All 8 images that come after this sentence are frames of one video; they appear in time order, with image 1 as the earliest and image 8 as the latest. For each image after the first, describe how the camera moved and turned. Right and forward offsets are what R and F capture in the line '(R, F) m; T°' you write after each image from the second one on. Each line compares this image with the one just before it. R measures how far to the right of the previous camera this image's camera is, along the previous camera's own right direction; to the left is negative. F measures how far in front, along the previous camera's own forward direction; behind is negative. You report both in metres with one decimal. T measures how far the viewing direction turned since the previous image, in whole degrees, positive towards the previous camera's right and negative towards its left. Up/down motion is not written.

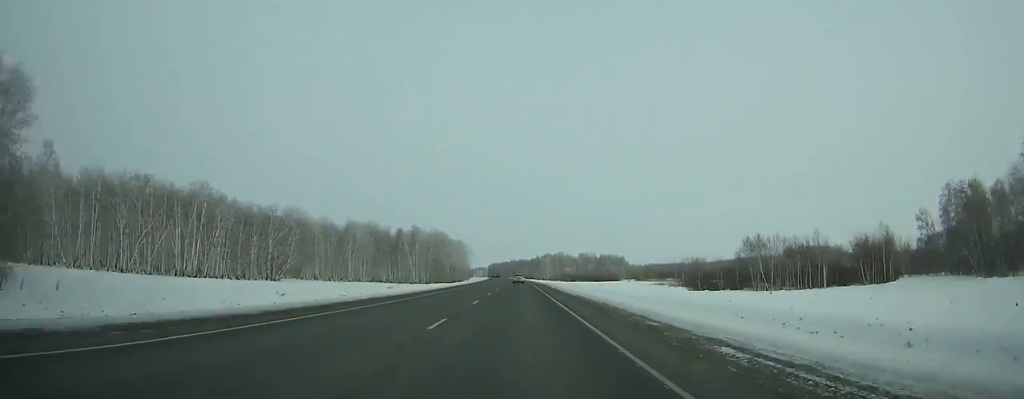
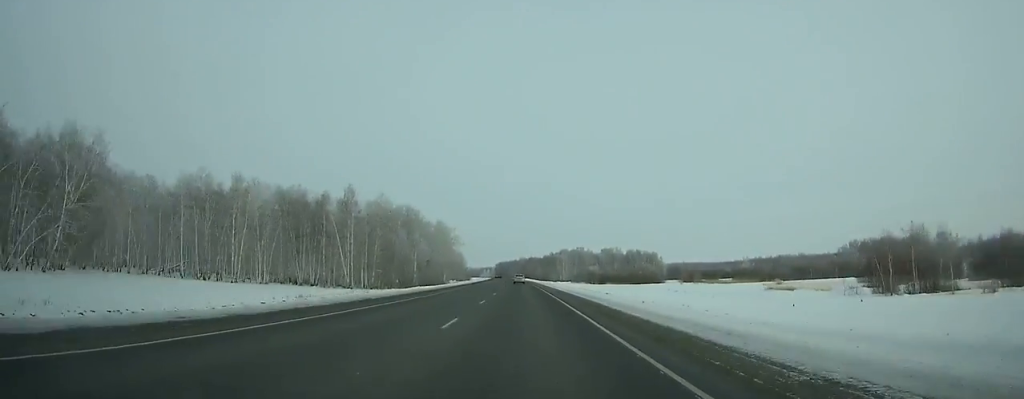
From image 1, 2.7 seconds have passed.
(-0.6, +84.4) m; -1°
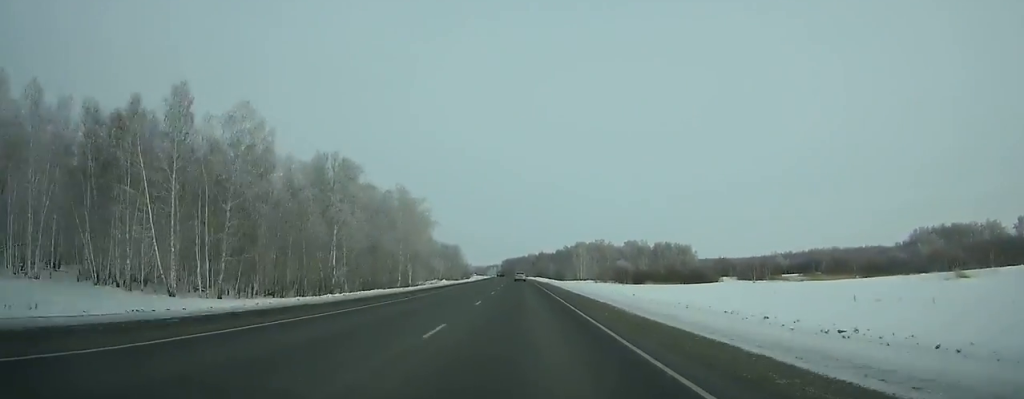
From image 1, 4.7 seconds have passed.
(-0.1, +62.7) m; -1°
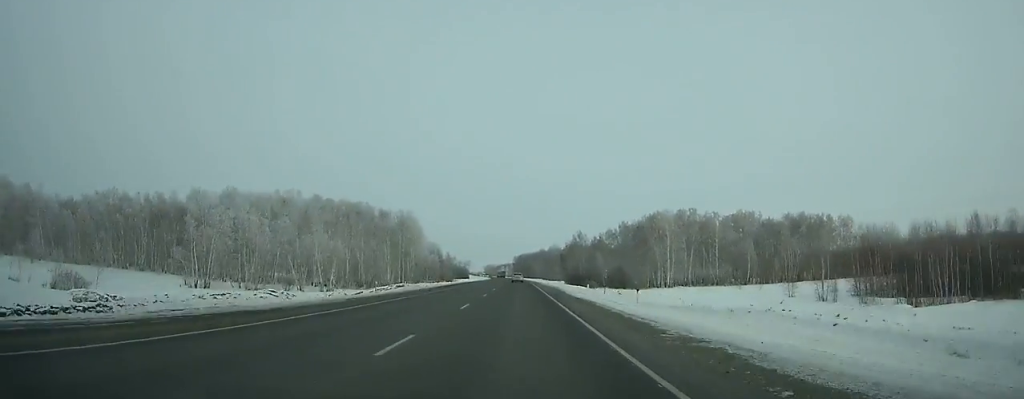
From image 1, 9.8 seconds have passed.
(-2.7, +159.7) m; -2°
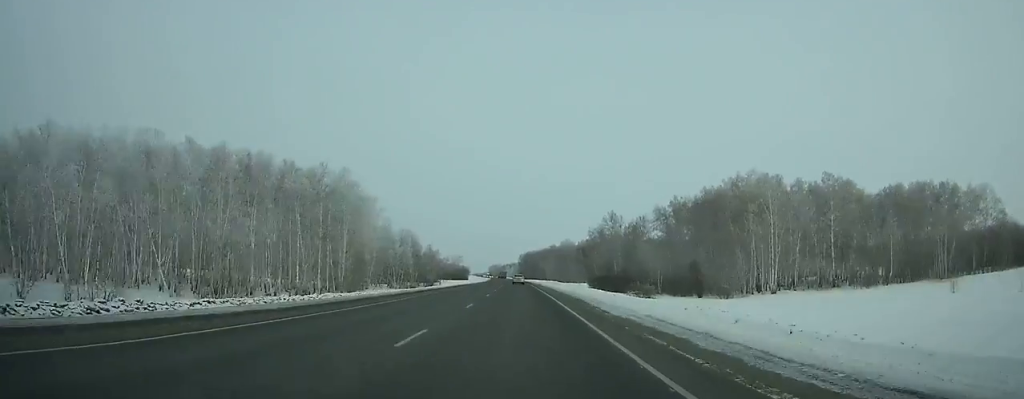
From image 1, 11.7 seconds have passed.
(-0.4, +59.1) m; -1°
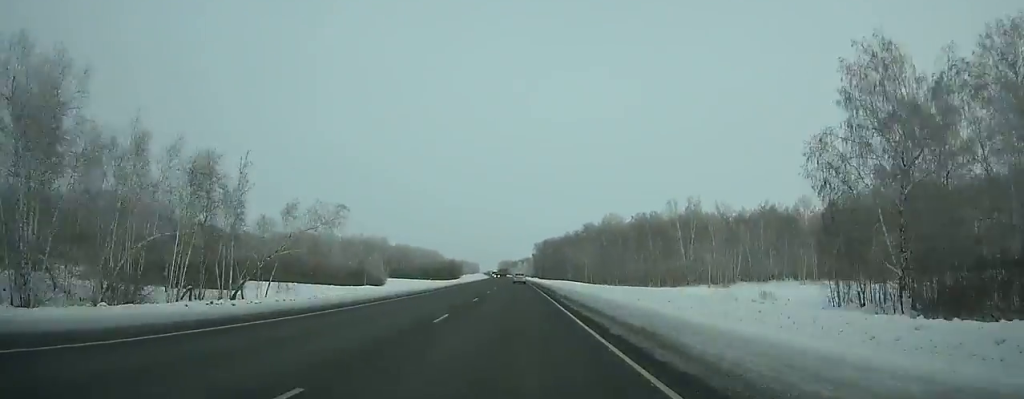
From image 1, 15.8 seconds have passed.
(-1.6, +126.2) m; -1°
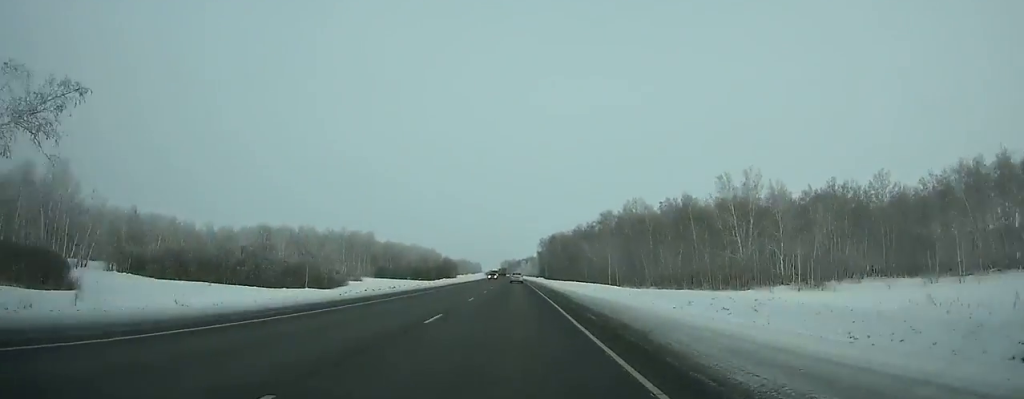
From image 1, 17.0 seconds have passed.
(-0.1, +36.6) m; 0°
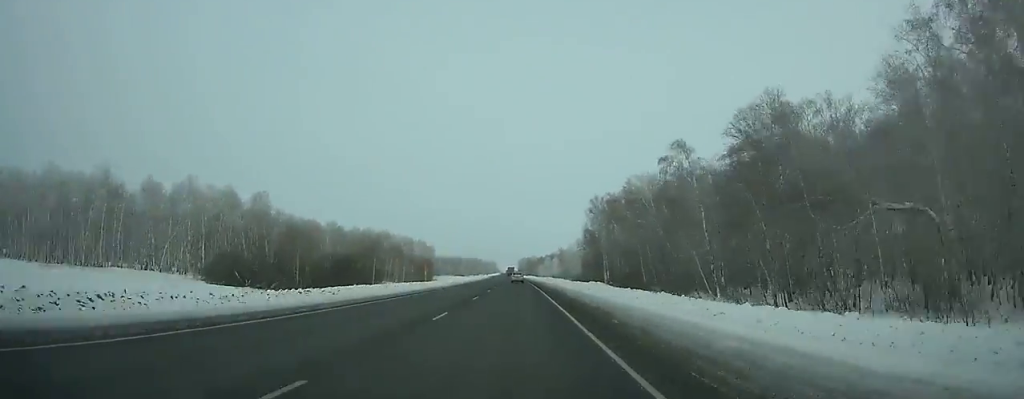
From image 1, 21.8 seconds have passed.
(-2.5, +144.5) m; -2°
